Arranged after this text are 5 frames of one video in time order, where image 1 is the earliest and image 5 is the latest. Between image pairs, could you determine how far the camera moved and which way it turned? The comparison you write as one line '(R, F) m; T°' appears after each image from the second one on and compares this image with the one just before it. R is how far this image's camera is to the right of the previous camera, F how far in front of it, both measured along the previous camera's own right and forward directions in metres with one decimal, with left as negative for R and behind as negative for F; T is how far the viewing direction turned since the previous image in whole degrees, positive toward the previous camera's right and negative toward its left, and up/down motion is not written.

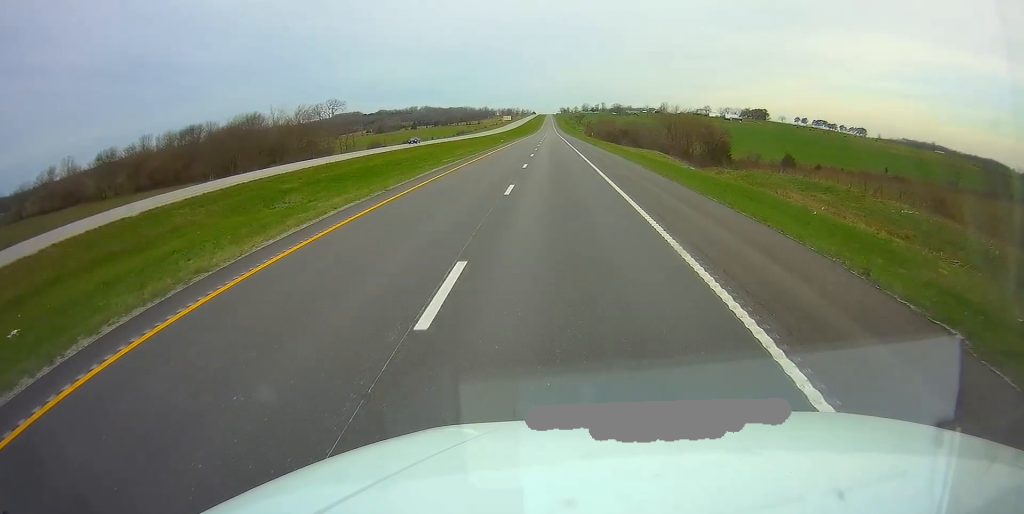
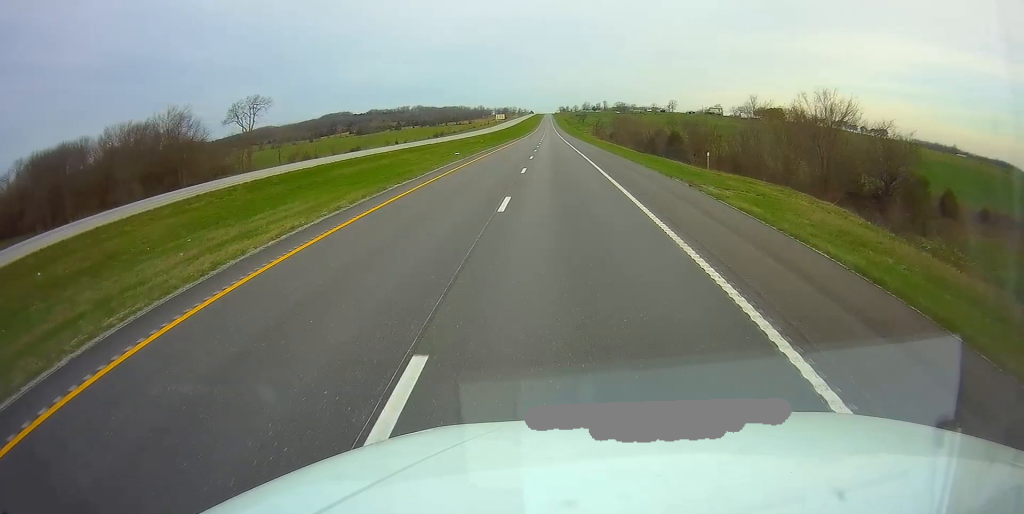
(-0.1, +64.2) m; 0°
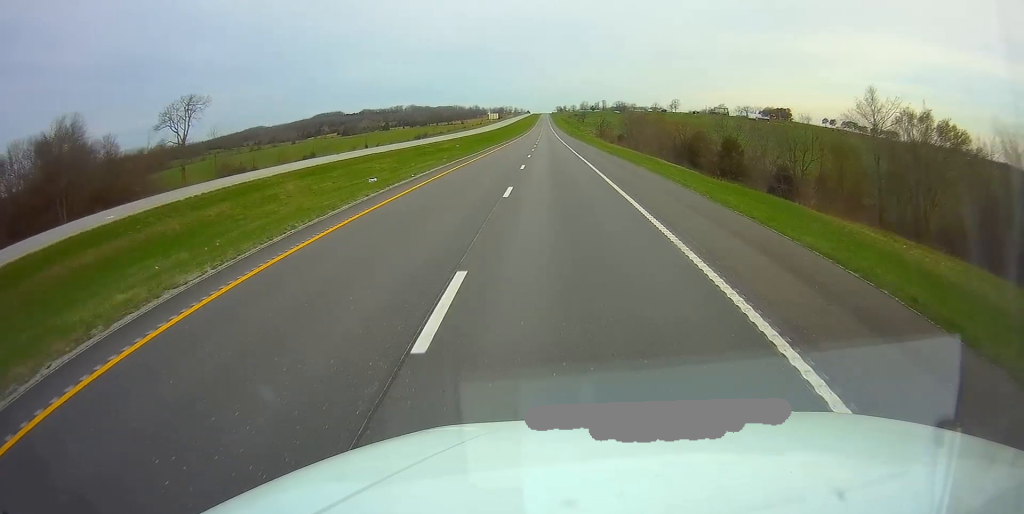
(+0.1, +33.2) m; 0°
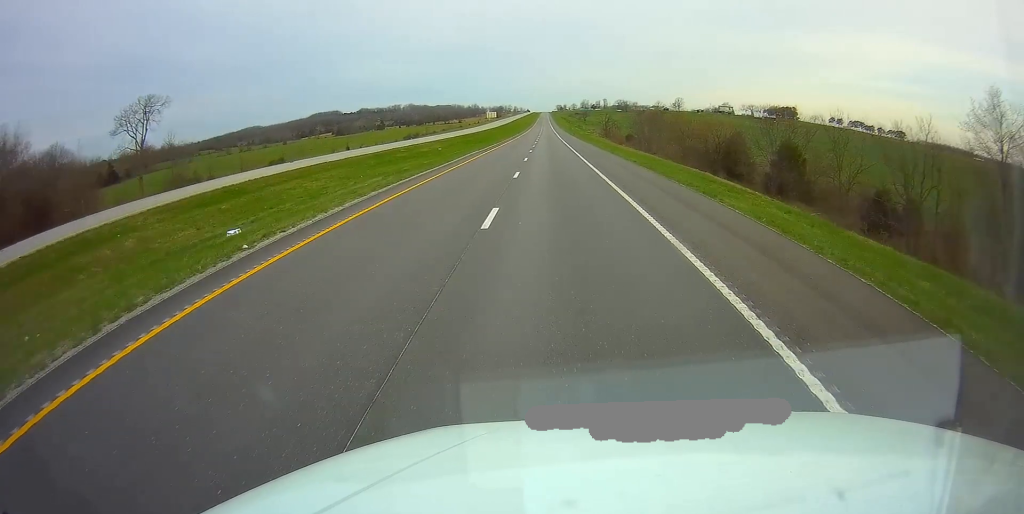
(-0.2, +17.7) m; 0°
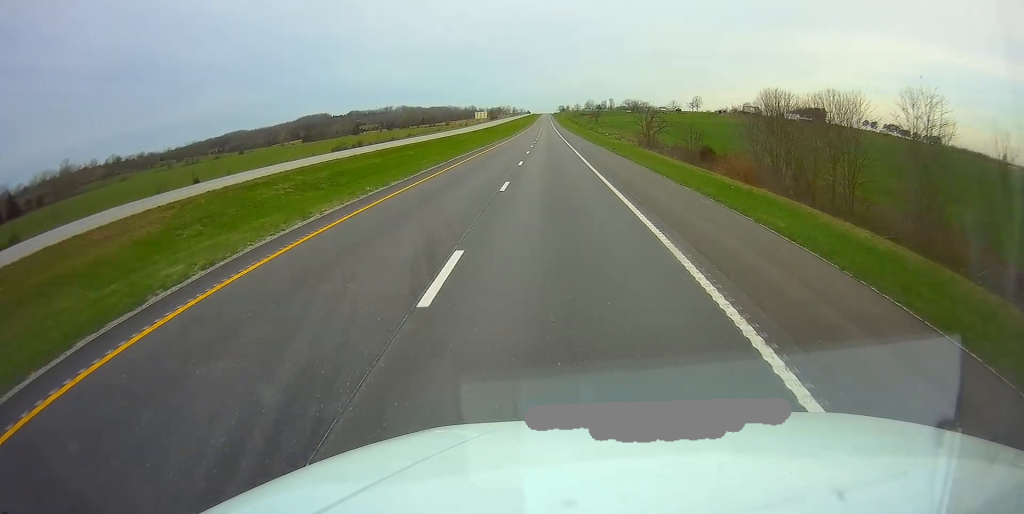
(+0.4, +77.9) m; 0°
